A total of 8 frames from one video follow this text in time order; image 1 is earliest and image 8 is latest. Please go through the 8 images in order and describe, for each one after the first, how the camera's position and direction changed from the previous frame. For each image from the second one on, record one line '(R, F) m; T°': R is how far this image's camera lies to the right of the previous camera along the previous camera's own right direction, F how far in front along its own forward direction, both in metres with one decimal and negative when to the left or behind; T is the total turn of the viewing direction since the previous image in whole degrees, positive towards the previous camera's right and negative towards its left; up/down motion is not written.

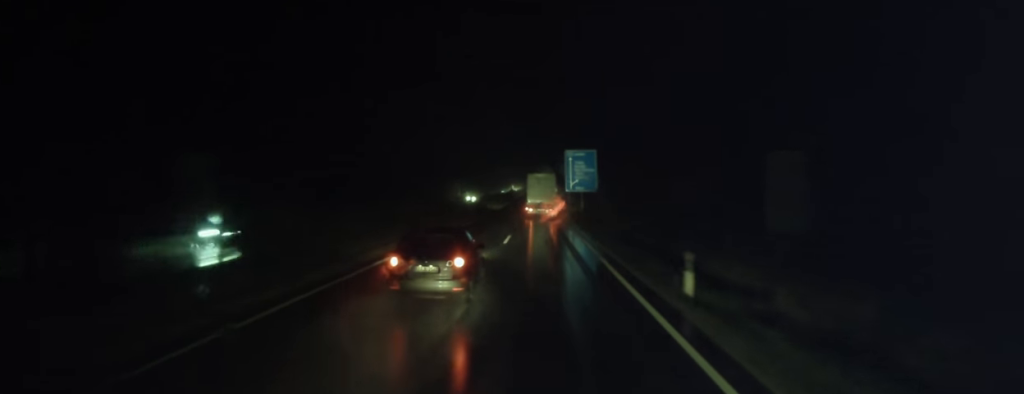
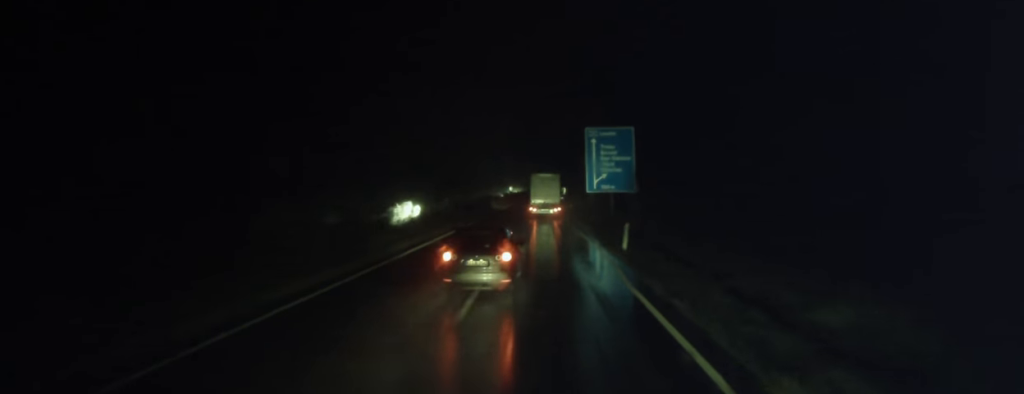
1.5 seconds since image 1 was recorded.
(+0.1, +36.3) m; 0°
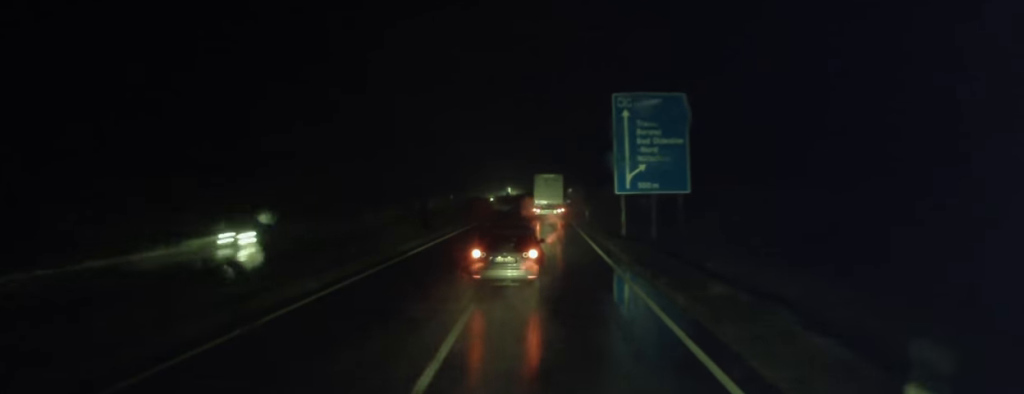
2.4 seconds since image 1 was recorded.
(0.0, +22.3) m; +1°
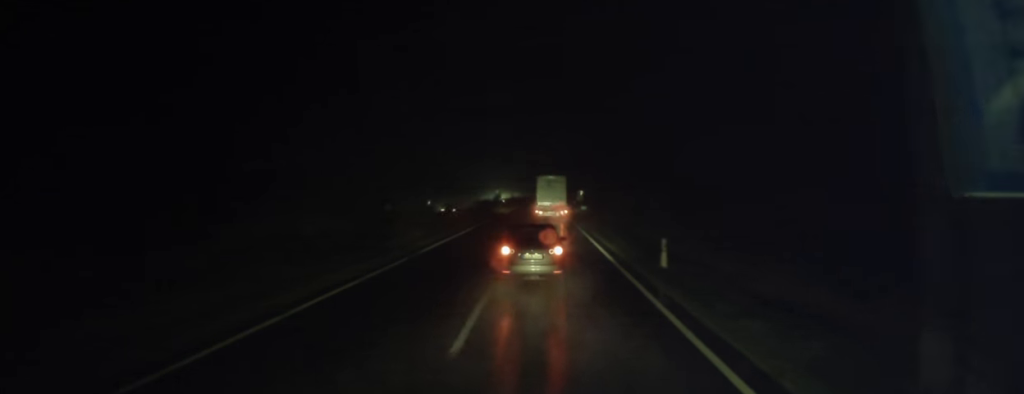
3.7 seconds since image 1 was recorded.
(+0.2, +34.1) m; 0°
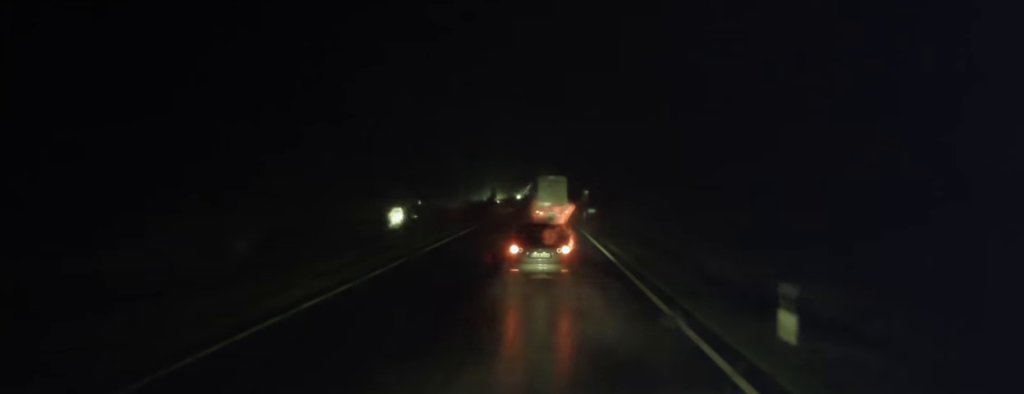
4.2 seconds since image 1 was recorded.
(-0.1, +10.8) m; -1°
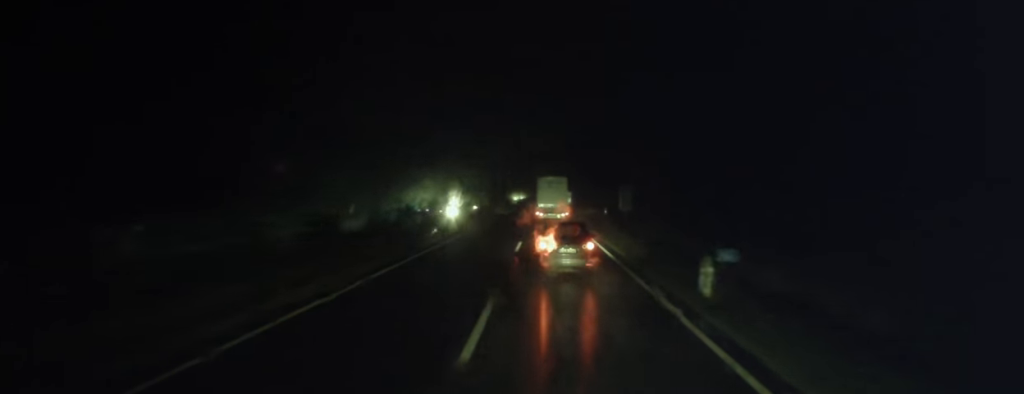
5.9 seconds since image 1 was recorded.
(-0.4, +44.0) m; 0°
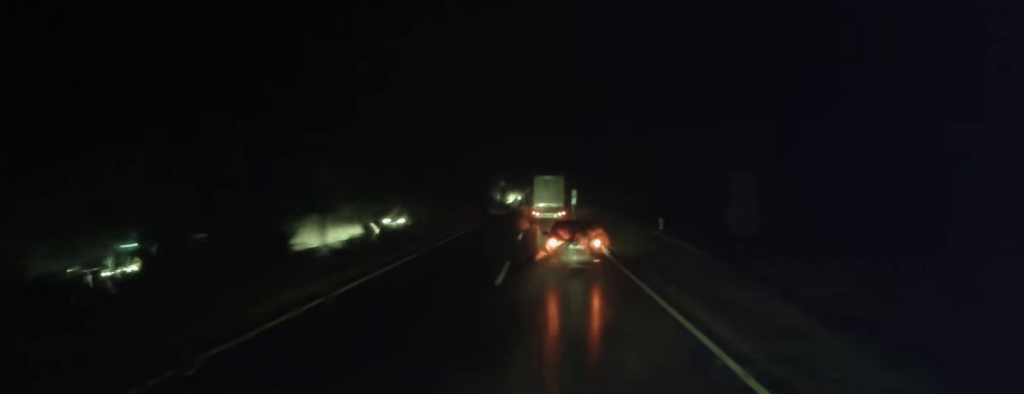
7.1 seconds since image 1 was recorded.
(+0.1, +28.0) m; 0°
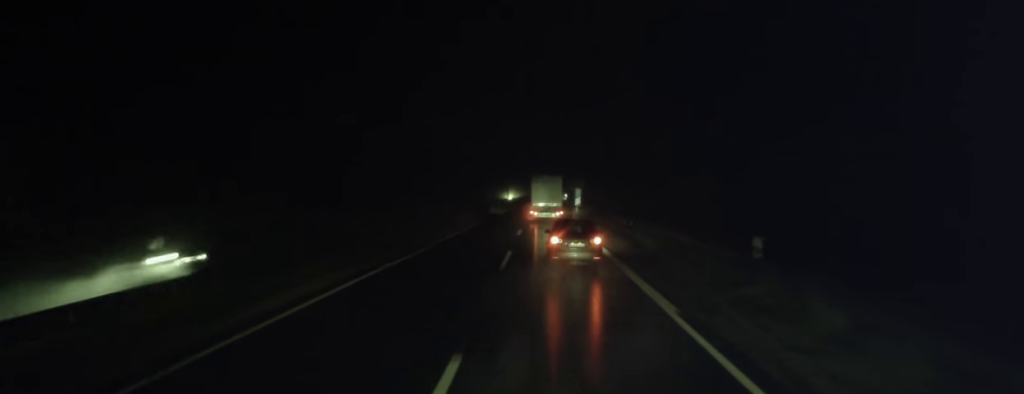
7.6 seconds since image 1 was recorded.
(0.0, +14.0) m; 0°
